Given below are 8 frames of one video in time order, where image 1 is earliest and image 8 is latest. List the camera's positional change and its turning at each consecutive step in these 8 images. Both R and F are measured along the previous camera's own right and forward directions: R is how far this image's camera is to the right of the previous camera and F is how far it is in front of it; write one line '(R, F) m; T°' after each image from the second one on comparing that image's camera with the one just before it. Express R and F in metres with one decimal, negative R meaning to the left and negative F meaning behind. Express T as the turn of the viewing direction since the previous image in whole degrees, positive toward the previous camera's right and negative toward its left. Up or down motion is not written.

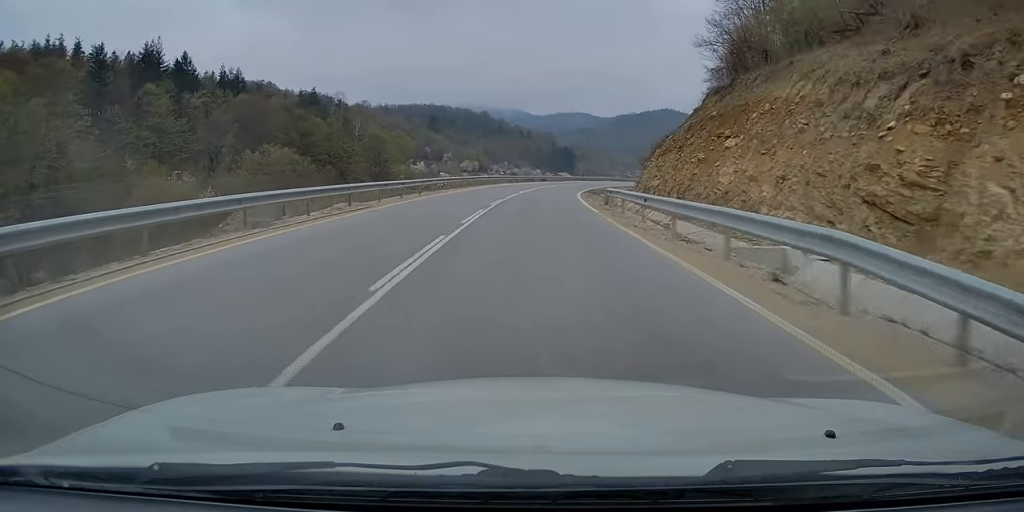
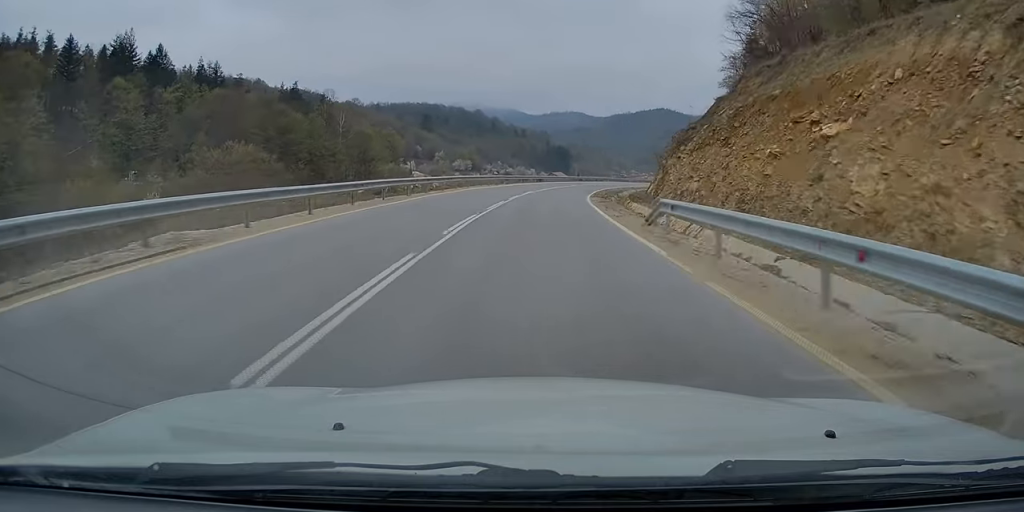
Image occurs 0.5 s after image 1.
(+0.1, +11.9) m; +1°
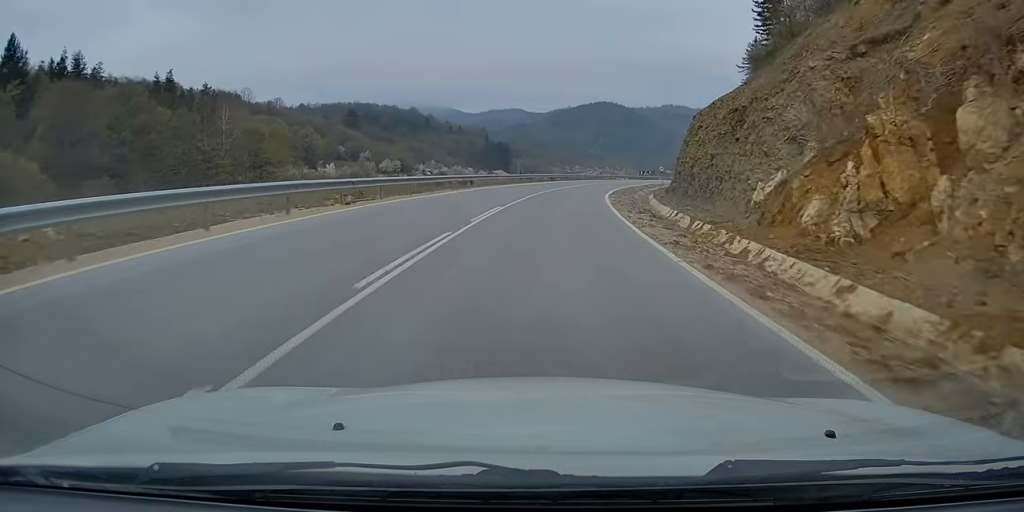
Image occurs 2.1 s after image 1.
(+1.5, +41.5) m; +5°
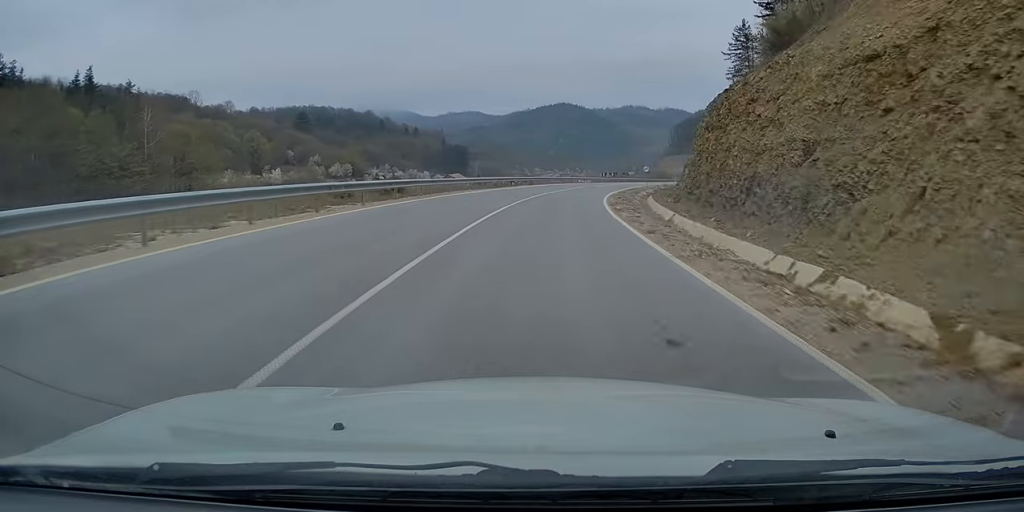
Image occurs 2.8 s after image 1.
(+0.4, +17.7) m; +2°
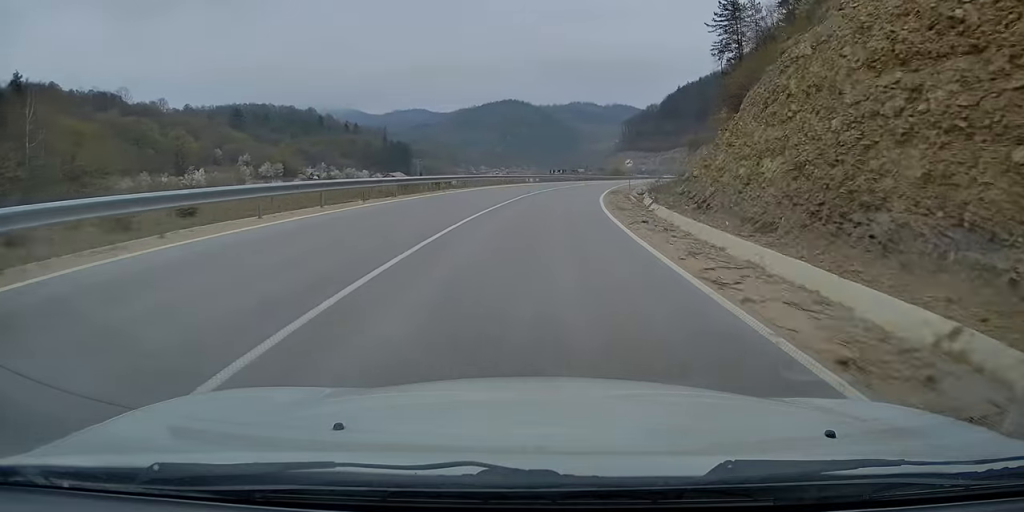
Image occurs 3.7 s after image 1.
(+0.3, +22.7) m; +3°
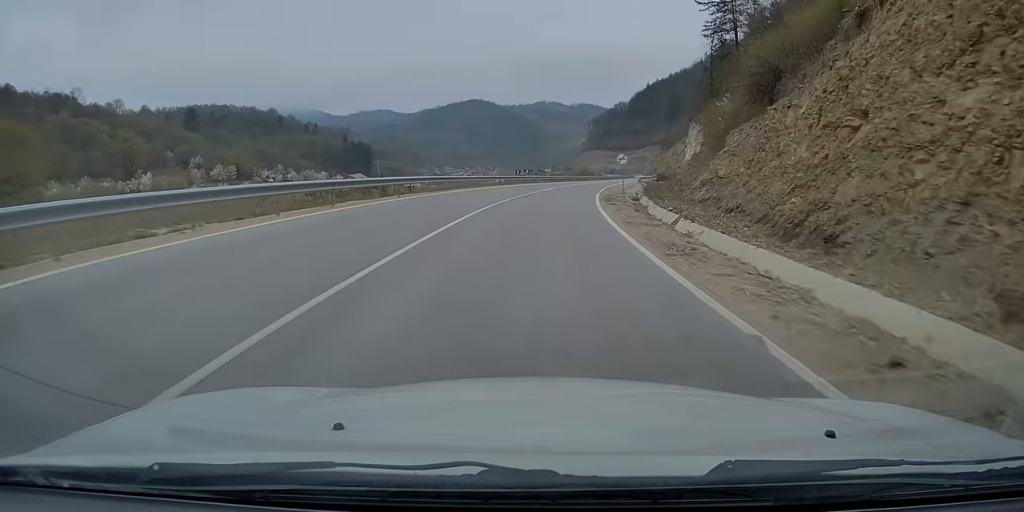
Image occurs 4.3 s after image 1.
(+0.3, +14.2) m; +2°
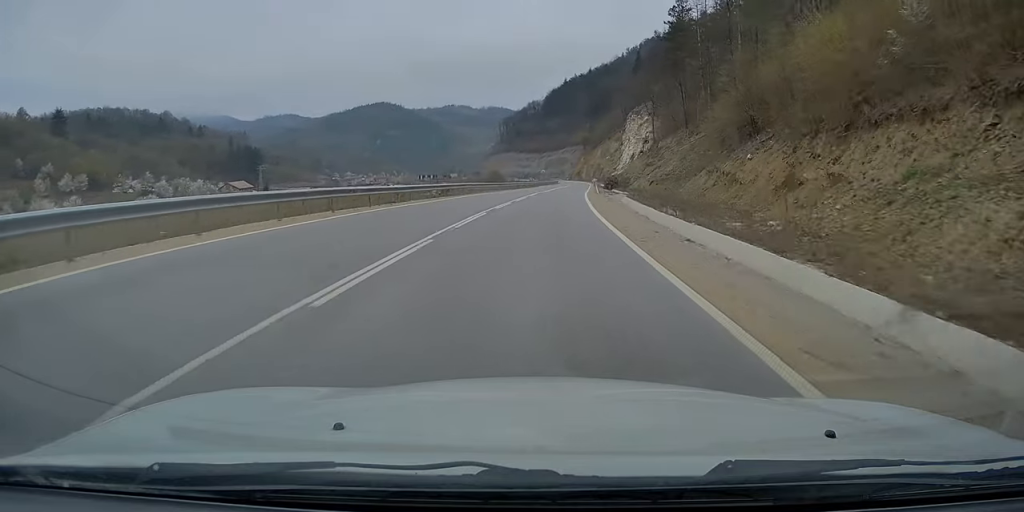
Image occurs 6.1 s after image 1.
(+3.4, +45.9) m; +9°
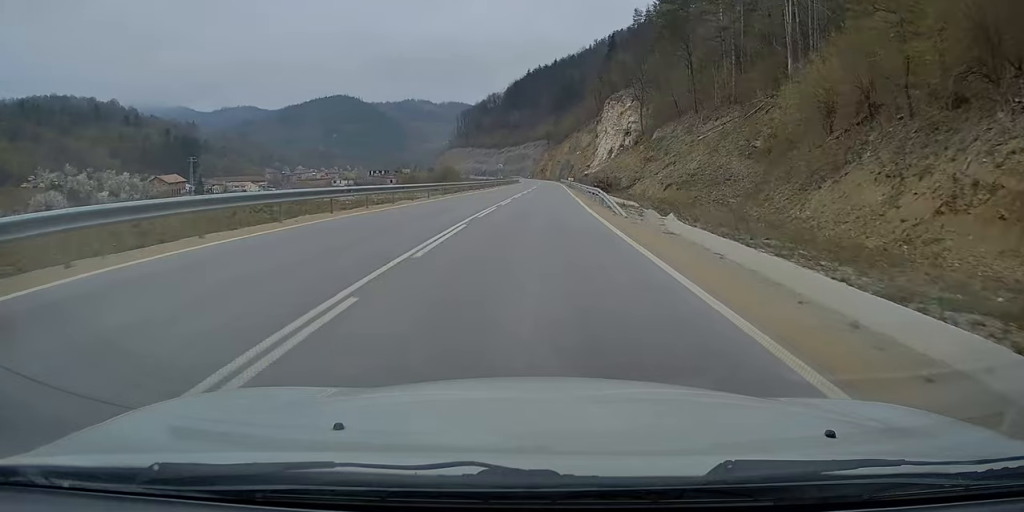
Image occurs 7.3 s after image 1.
(+2.3, +31.4) m; +7°
